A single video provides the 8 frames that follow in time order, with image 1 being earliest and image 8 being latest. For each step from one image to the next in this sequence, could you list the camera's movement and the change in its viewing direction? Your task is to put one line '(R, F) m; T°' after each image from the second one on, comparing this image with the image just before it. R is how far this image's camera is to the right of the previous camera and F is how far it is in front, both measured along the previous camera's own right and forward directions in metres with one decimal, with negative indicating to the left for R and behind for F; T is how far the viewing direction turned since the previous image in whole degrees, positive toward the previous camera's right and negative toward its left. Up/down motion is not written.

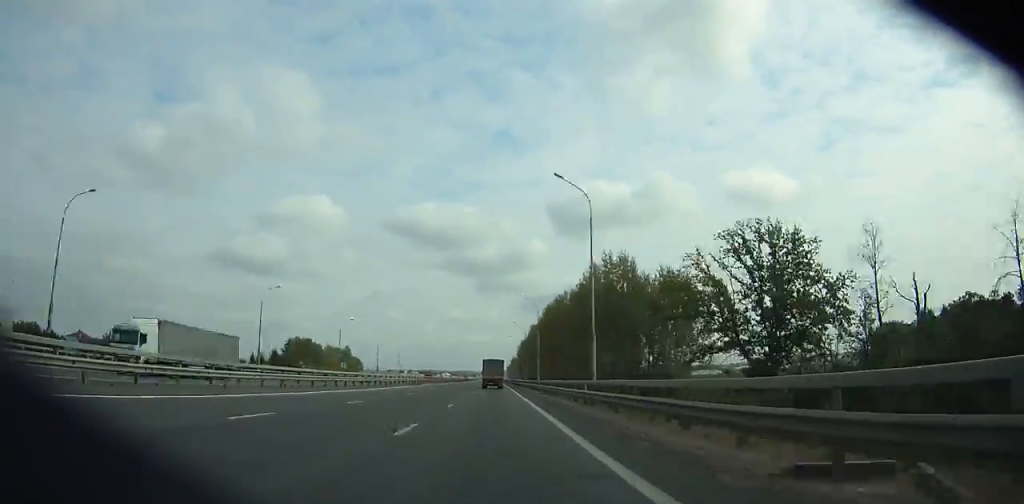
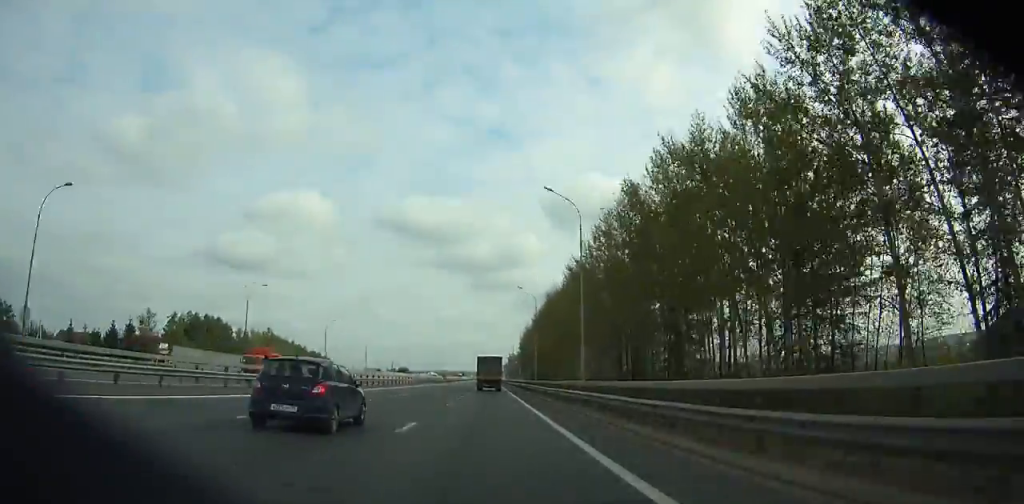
(+0.5, +76.2) m; 0°
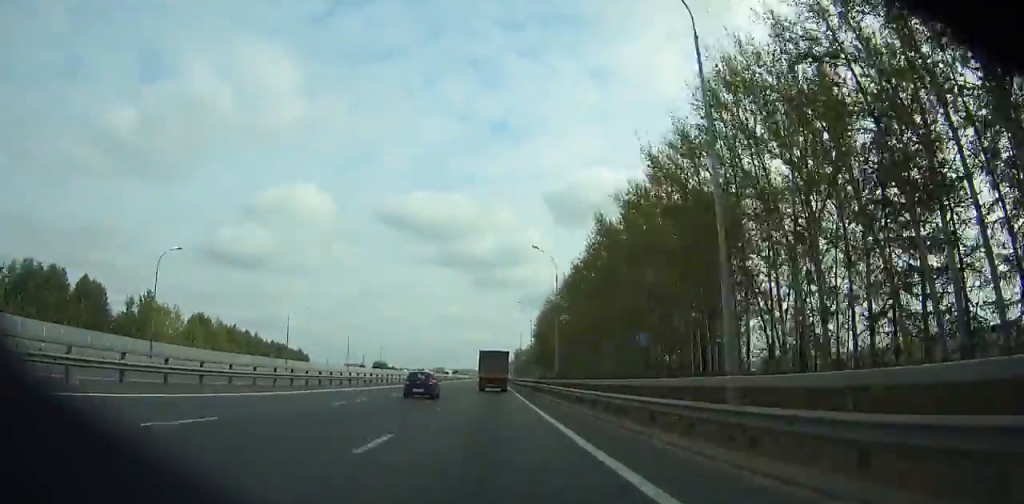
(0.0, +59.8) m; 0°
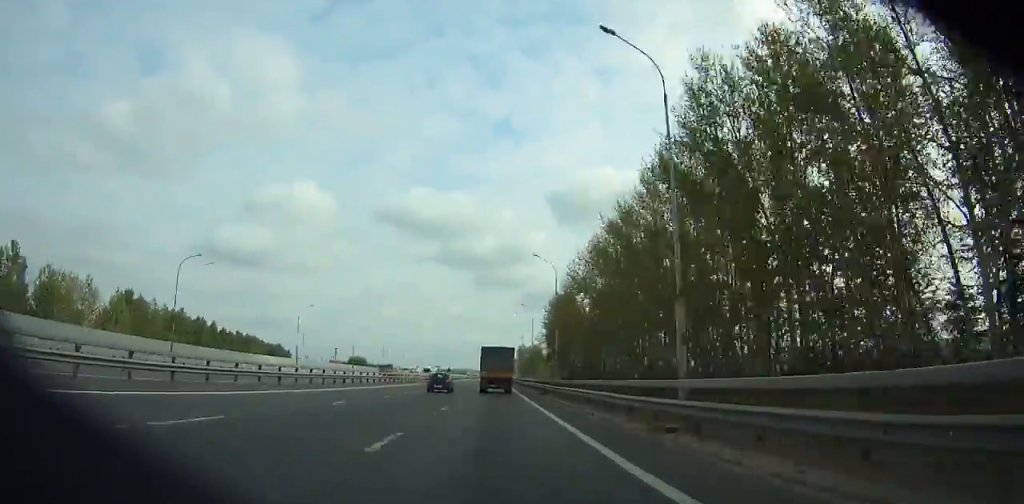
(0.0, +34.2) m; 0°
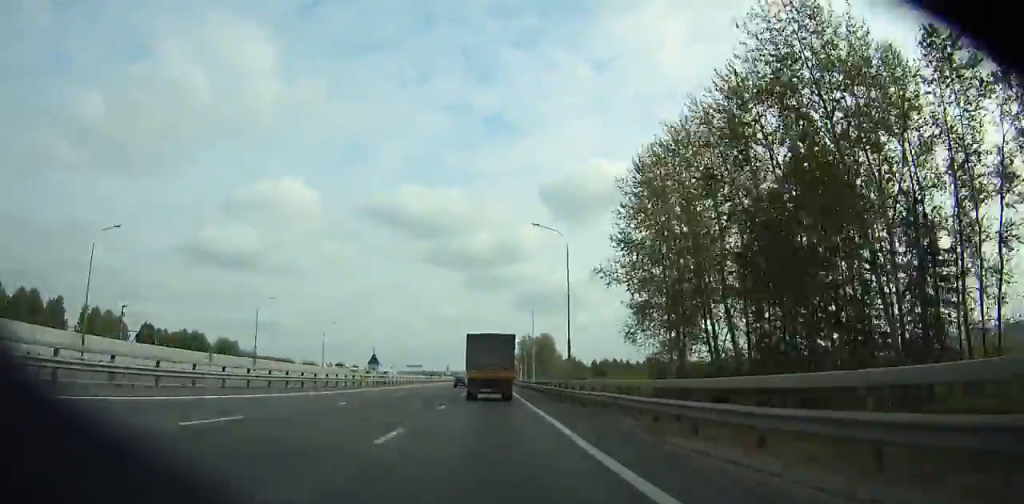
(-0.1, +94.5) m; 0°
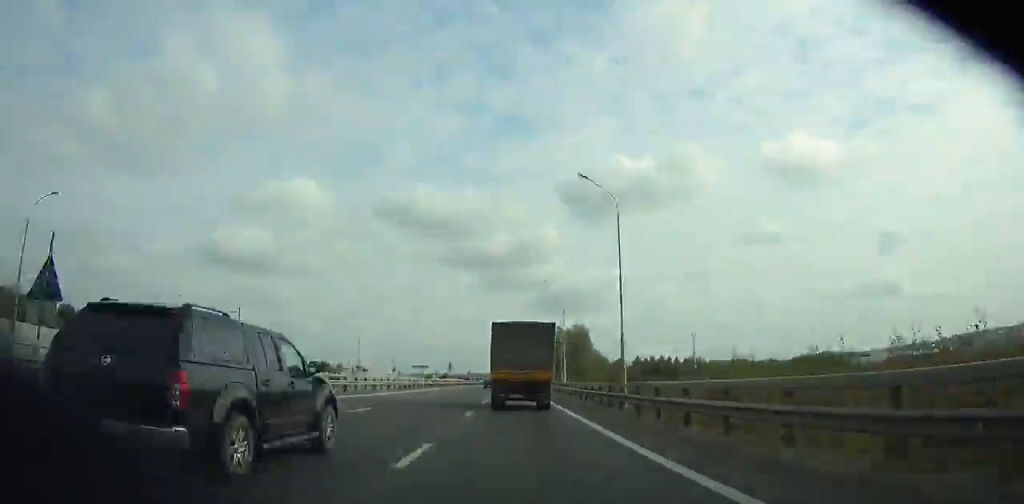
(-0.2, +52.0) m; 0°
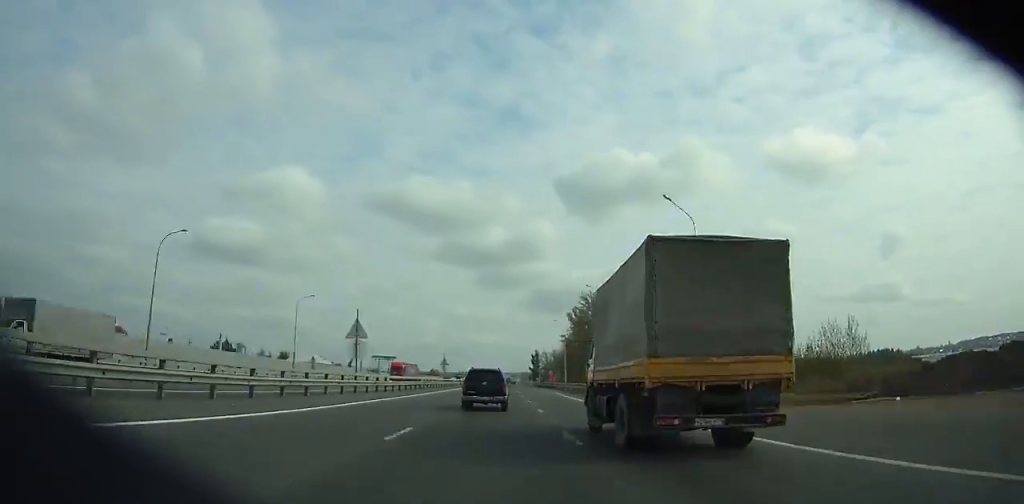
(-0.5, +79.7) m; 0°
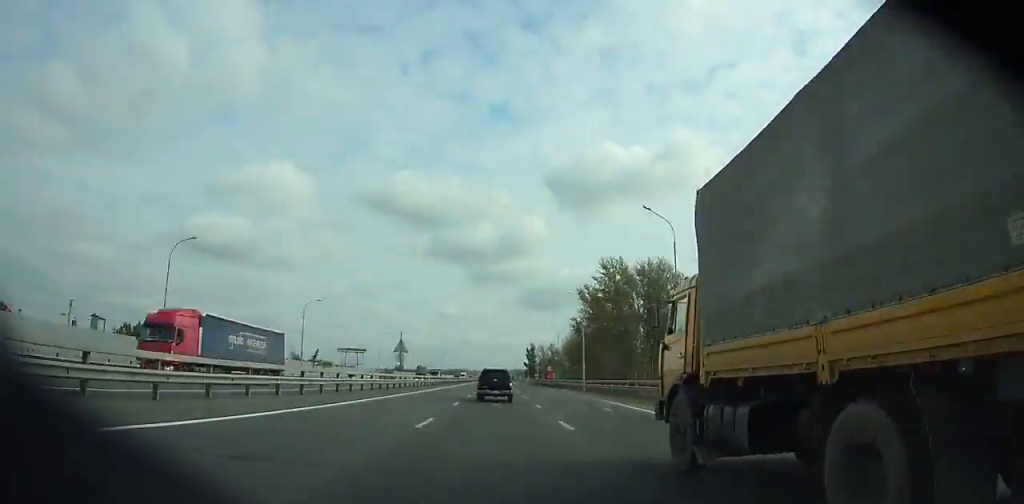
(-0.2, +32.0) m; 0°
